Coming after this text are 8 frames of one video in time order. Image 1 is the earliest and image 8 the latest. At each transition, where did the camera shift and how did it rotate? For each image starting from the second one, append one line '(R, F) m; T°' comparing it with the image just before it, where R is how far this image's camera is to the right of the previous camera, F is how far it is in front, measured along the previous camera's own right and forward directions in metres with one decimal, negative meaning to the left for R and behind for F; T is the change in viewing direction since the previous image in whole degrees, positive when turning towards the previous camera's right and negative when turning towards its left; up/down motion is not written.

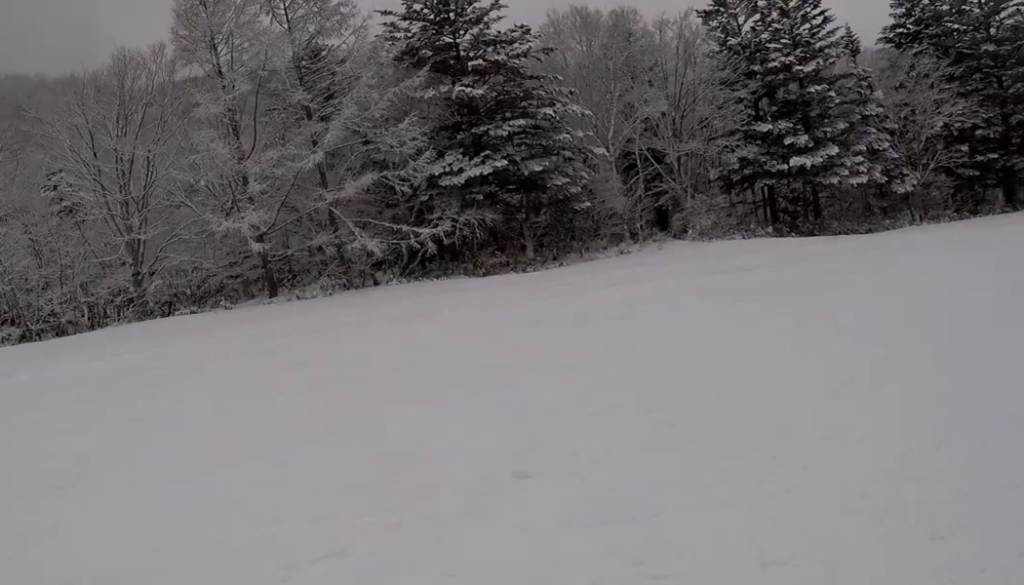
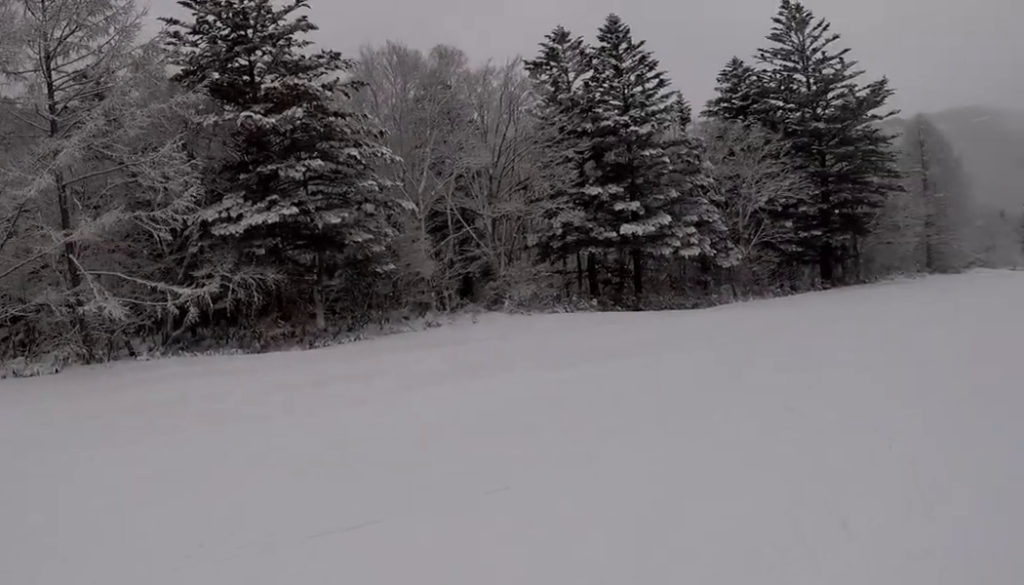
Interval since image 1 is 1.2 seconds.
(+0.9, +6.4) m; +8°
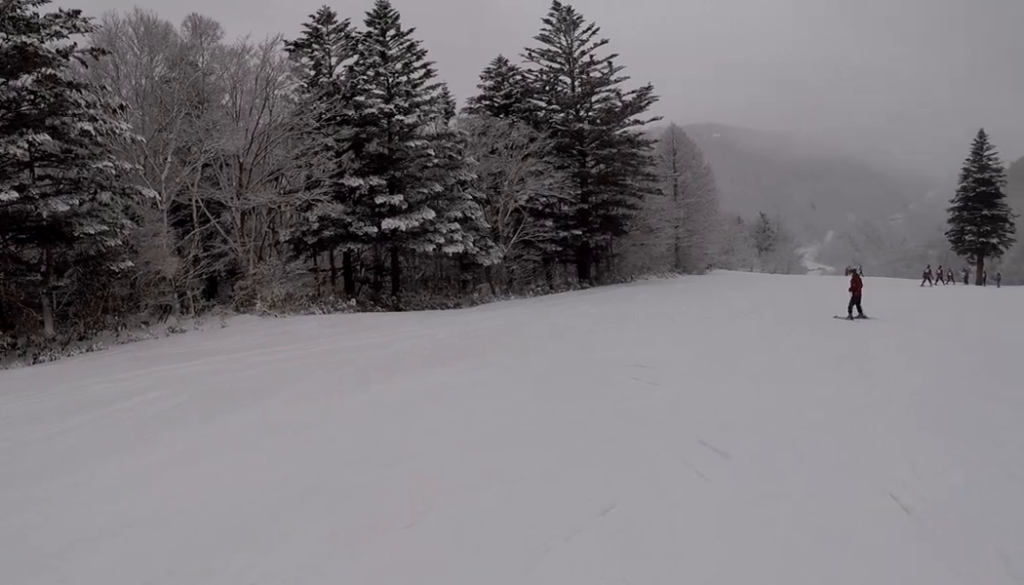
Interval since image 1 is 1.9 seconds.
(-0.1, +2.9) m; +19°
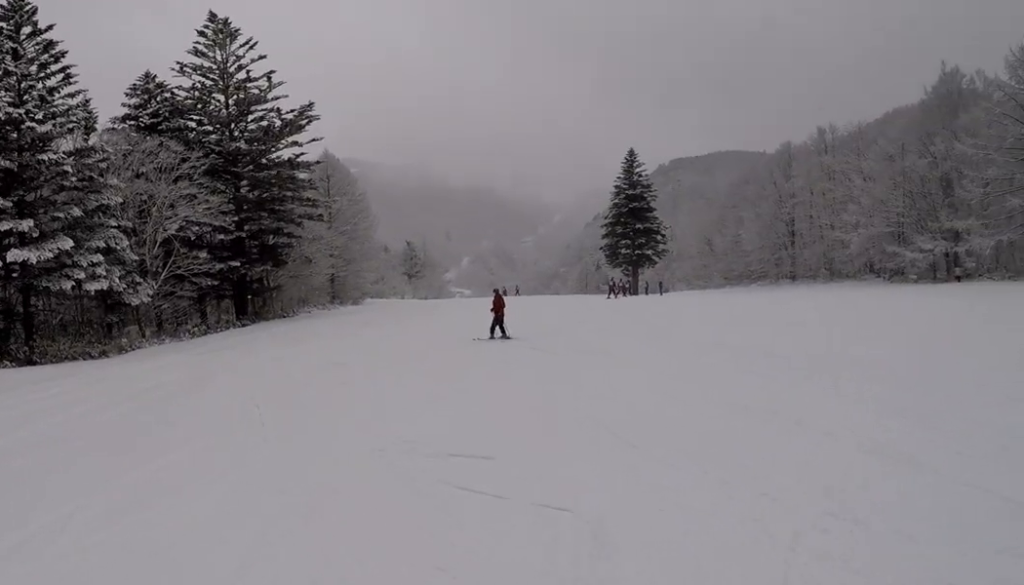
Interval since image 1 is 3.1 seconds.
(+2.2, +4.5) m; +30°
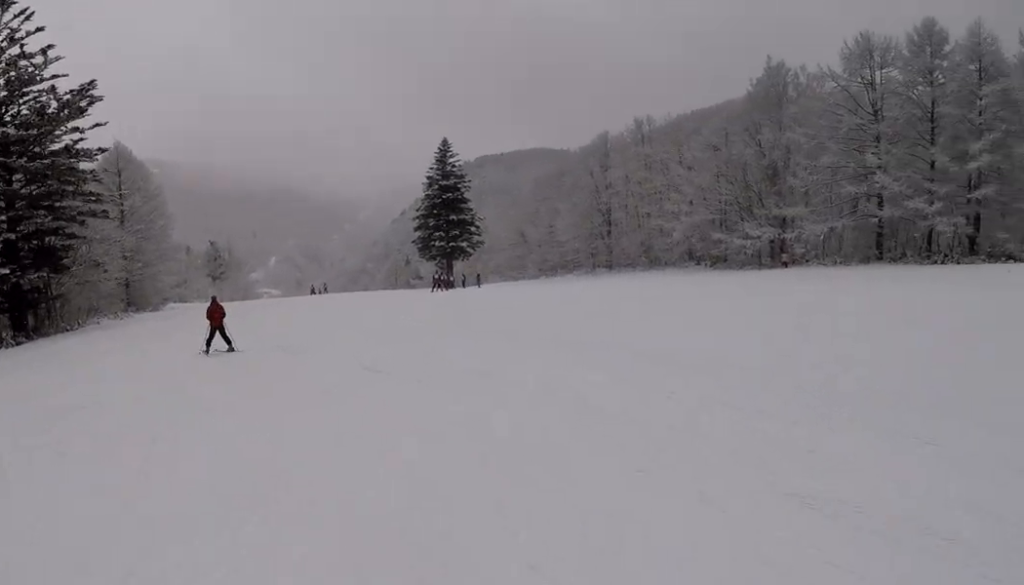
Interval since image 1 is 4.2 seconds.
(-0.5, +5.3) m; +20°
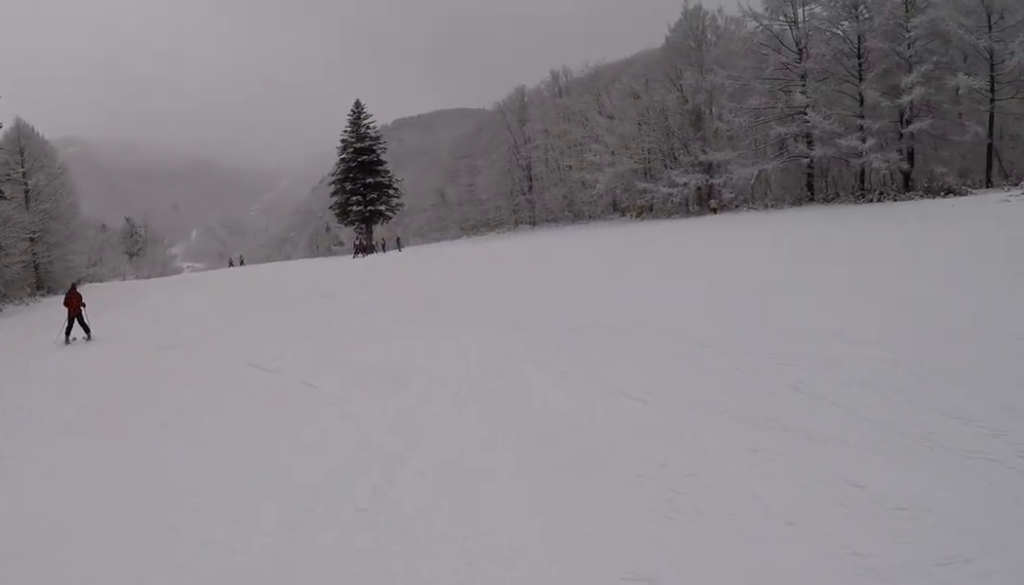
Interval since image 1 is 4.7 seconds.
(+0.8, +2.2) m; +12°
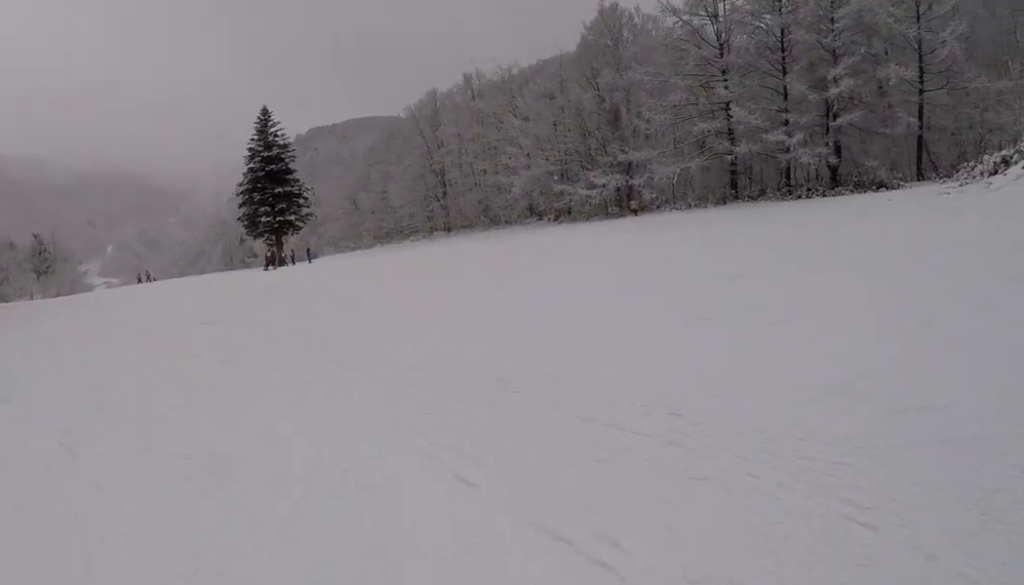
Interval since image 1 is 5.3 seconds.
(+1.2, +2.9) m; +16°
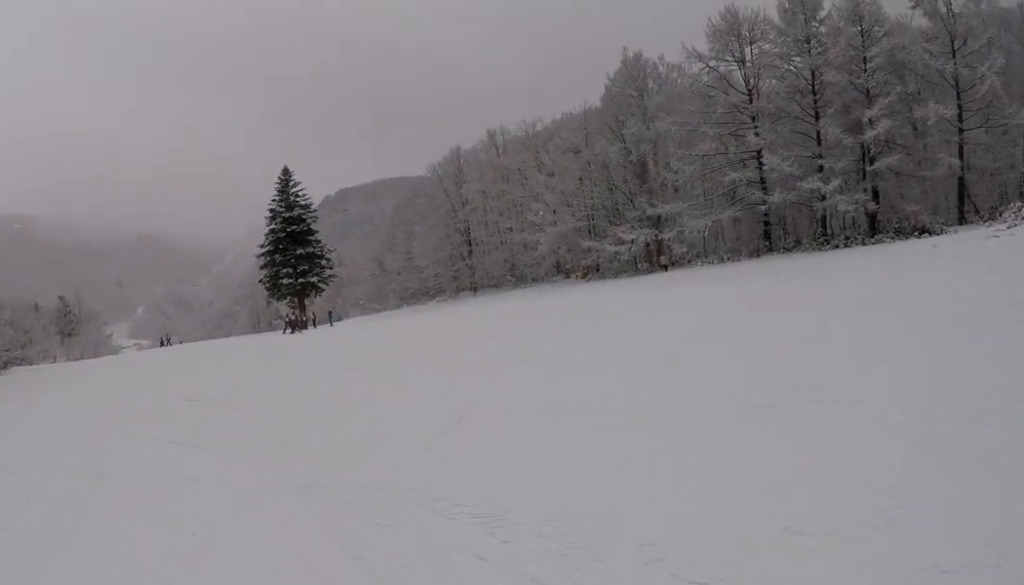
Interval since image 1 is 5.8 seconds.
(-0.2, +2.2) m; -7°
